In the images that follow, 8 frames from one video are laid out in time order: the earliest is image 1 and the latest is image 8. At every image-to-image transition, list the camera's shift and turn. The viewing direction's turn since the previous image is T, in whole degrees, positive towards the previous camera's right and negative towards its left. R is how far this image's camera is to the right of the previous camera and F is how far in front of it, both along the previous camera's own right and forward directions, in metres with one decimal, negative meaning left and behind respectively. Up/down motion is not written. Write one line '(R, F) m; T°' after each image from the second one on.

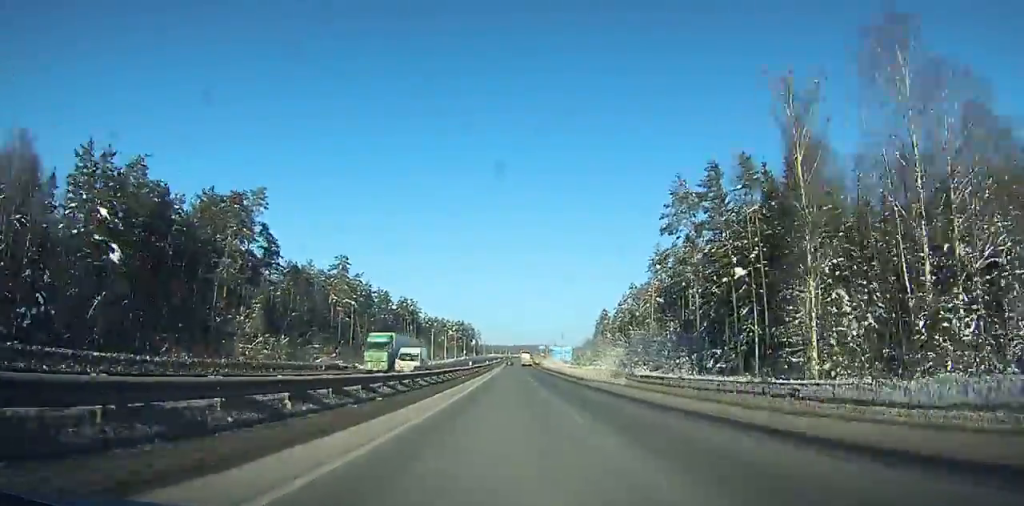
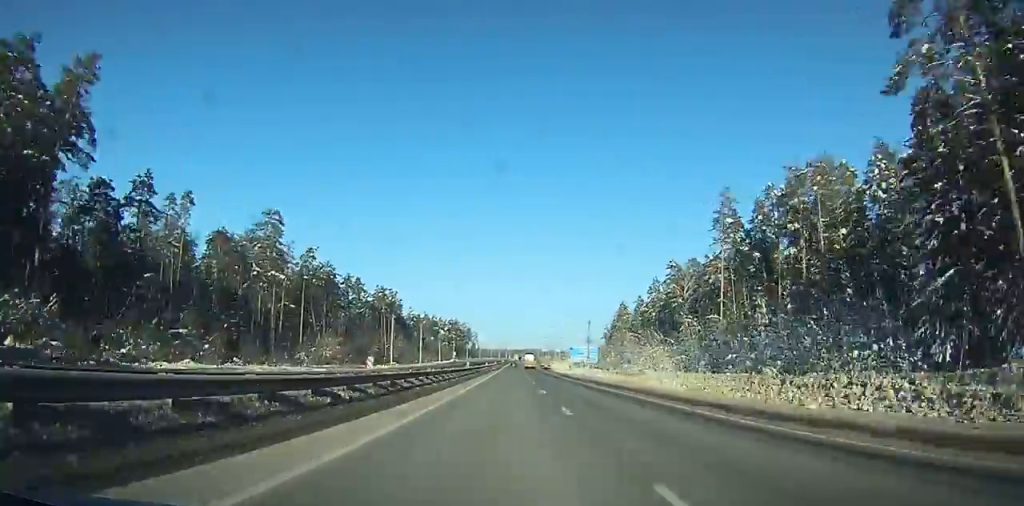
(+1.5, +50.6) m; +2°
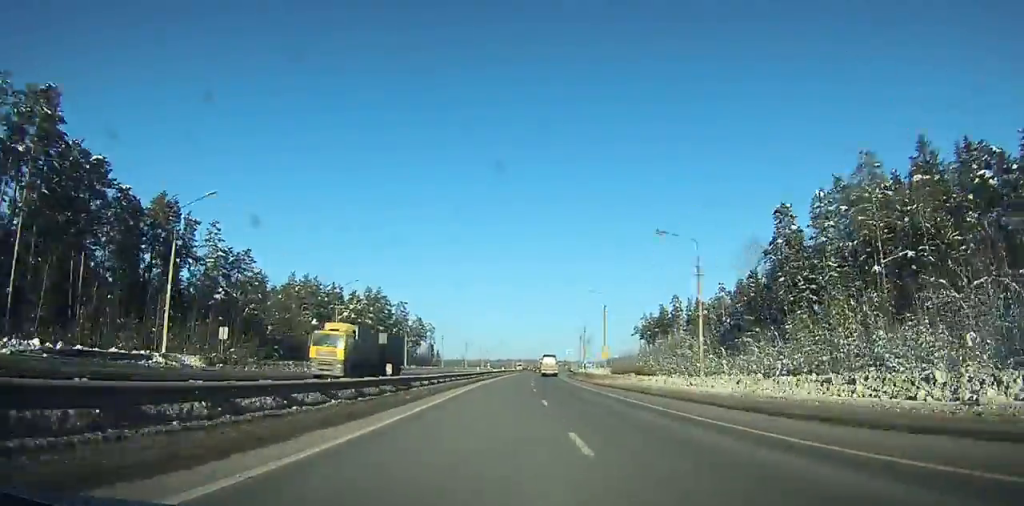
(+4.3, +172.3) m; +3°
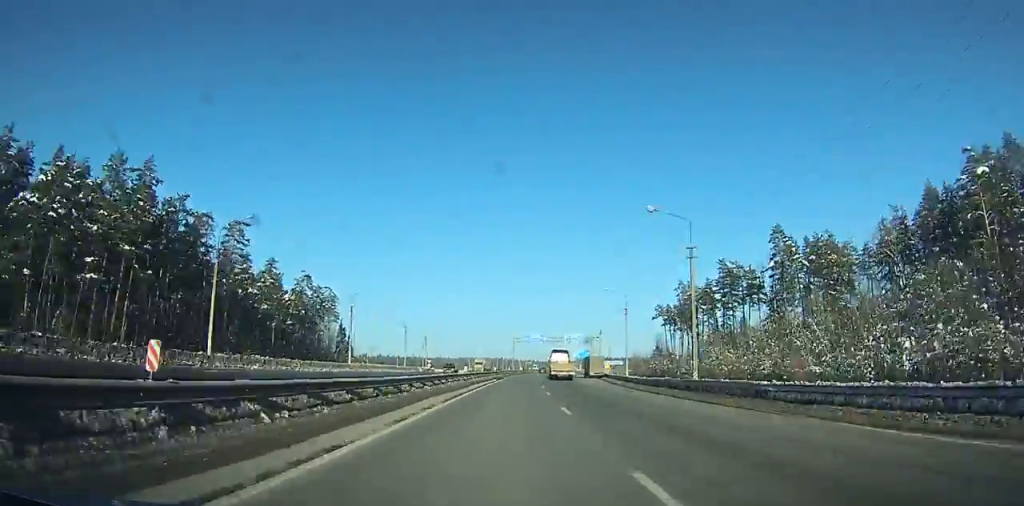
(+2.4, +103.2) m; +2°
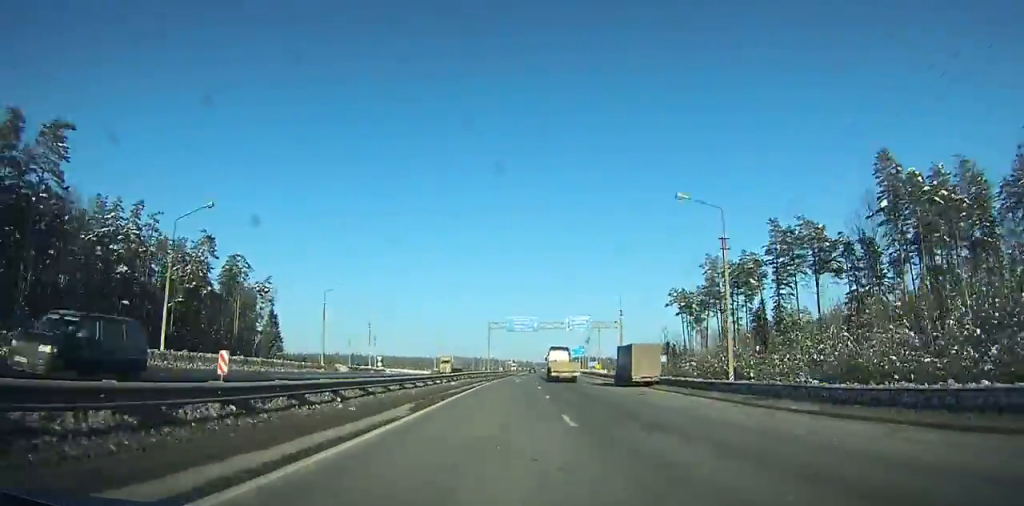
(-0.1, +38.6) m; +2°
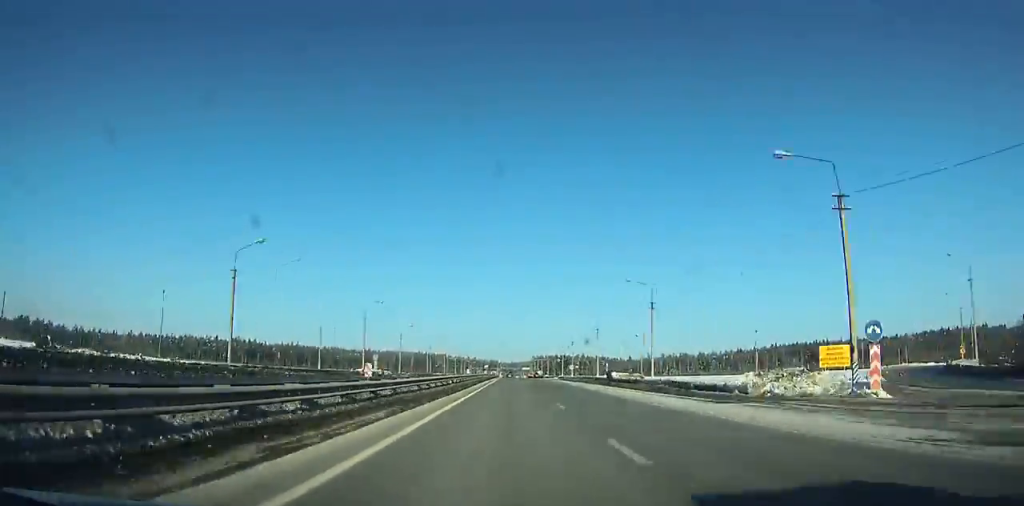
(+18.1, +244.3) m; +4°
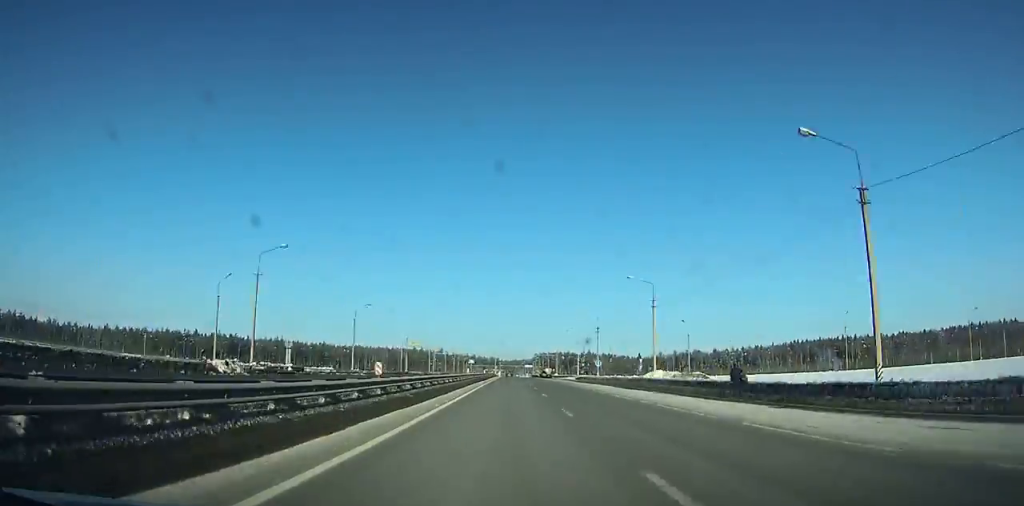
(-0.1, +41.4) m; 0°
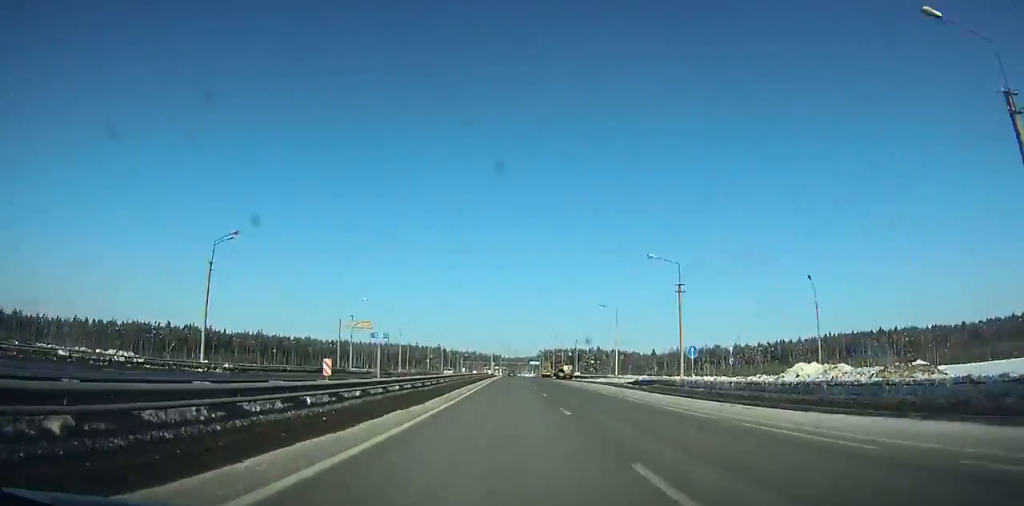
(-0.1, +48.0) m; 0°
